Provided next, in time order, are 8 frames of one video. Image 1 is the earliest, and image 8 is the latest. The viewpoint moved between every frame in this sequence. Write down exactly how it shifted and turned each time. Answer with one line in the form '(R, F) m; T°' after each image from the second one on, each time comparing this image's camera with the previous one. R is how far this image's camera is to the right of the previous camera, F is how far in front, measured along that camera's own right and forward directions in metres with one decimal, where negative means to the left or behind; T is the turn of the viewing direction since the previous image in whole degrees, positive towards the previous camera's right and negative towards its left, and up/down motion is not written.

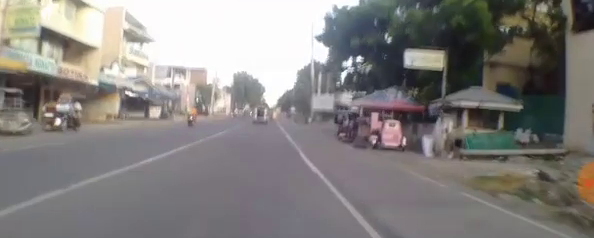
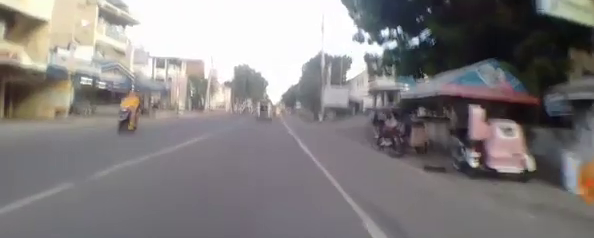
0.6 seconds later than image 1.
(+0.3, +6.7) m; 0°
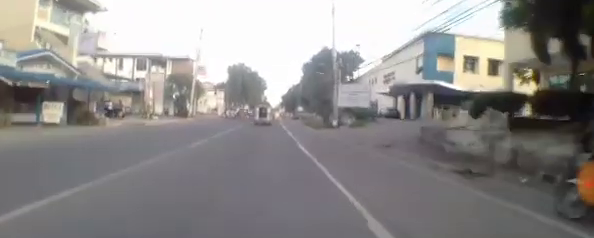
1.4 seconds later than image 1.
(-0.5, +9.1) m; -3°
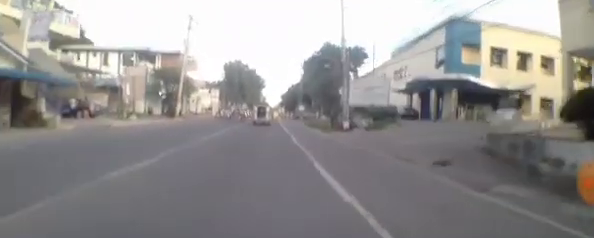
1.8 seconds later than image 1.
(0.0, +4.7) m; 0°
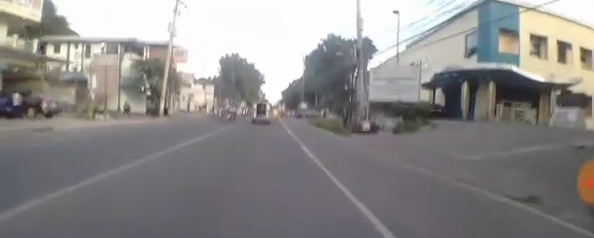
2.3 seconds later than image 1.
(0.0, +5.1) m; 0°
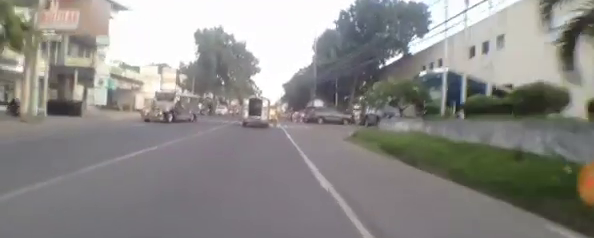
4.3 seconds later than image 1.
(+0.4, +20.8) m; +3°
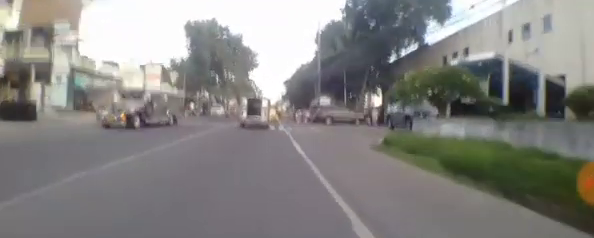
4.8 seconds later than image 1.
(0.0, +4.6) m; 0°
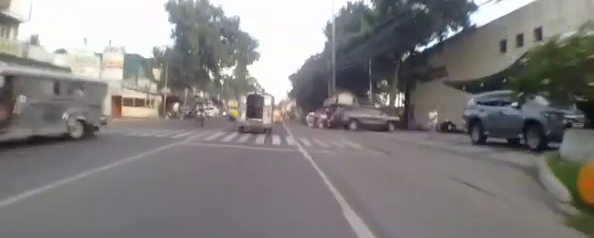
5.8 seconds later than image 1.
(+0.1, +8.3) m; -1°
